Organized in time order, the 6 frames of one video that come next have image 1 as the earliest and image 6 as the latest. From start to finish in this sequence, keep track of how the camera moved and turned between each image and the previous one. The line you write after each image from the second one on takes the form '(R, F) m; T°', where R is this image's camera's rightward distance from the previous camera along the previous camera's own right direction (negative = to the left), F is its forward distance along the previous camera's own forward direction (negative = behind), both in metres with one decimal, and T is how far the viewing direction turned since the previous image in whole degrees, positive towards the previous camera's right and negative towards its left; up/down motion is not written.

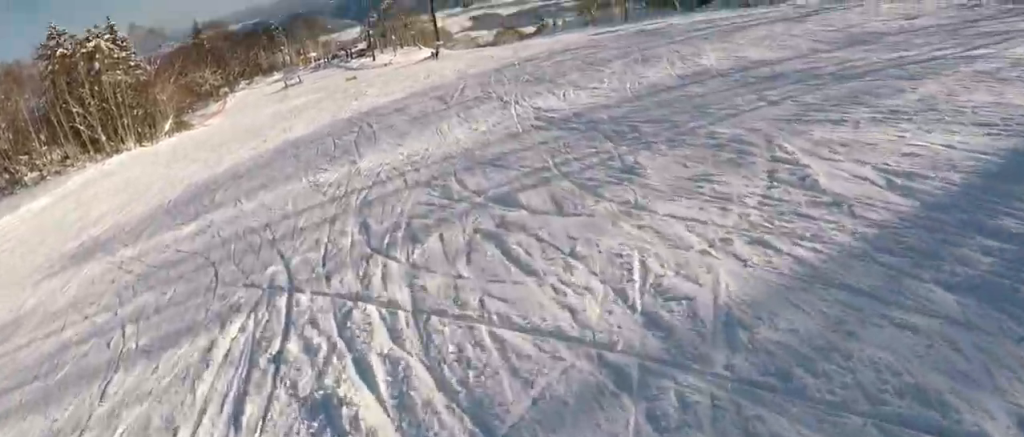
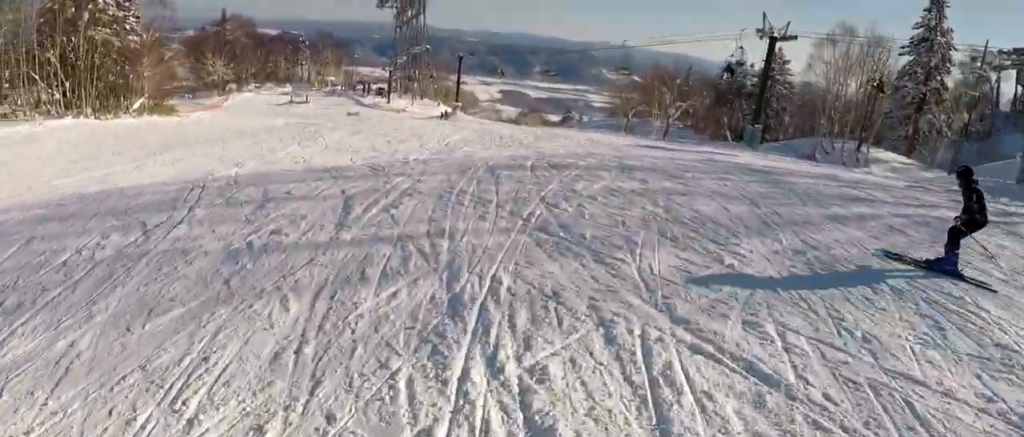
(-0.2, +10.1) m; -6°
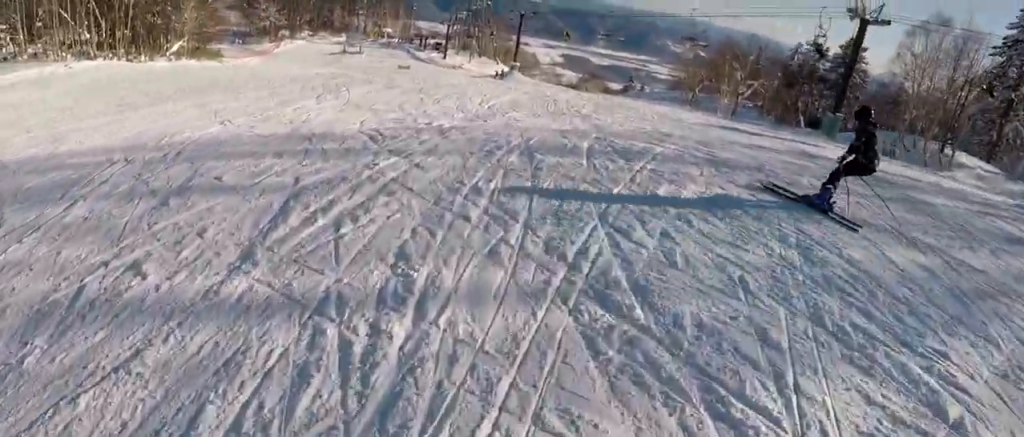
(0.0, +3.2) m; 0°
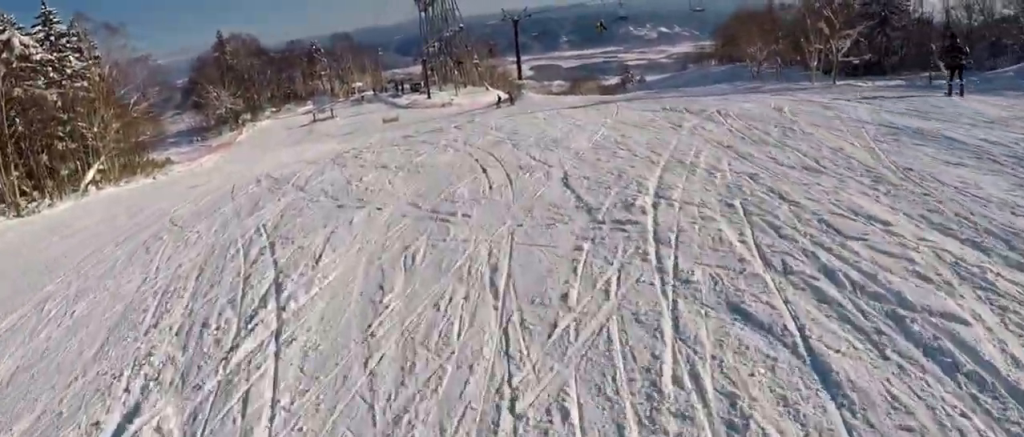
(-0.1, +17.2) m; 0°
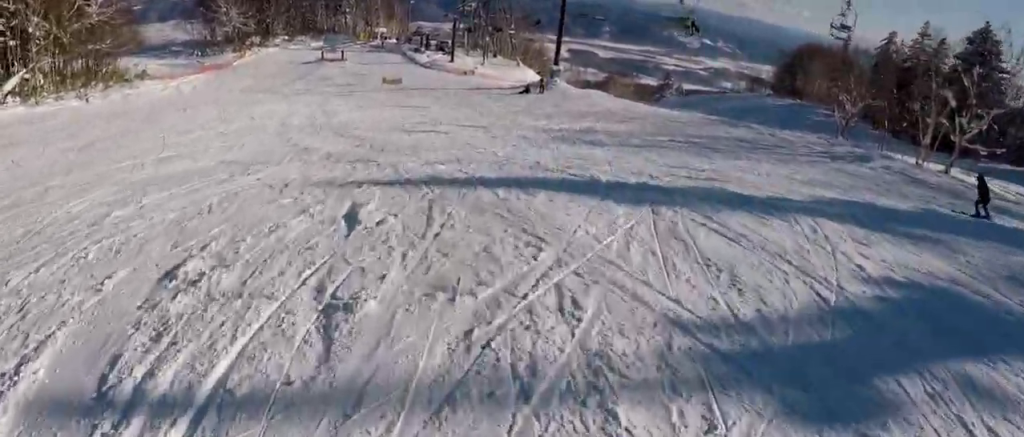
(+0.1, +11.5) m; +3°
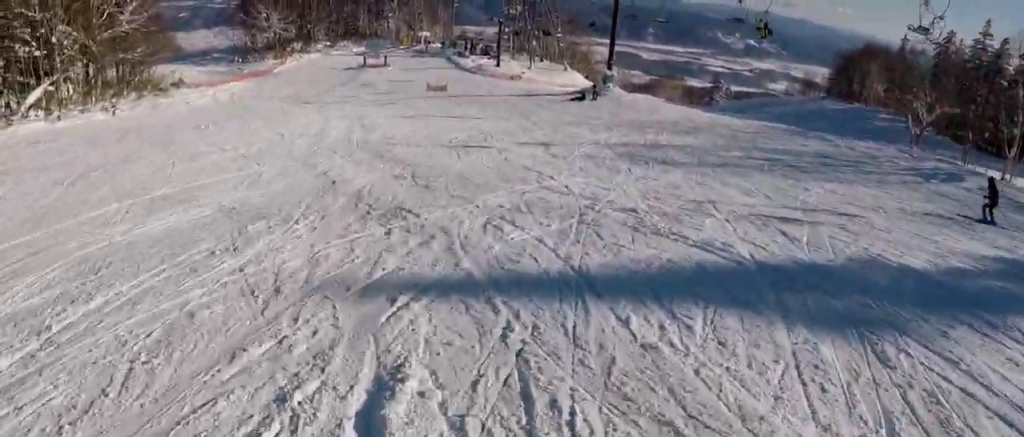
(0.0, +3.5) m; +3°
